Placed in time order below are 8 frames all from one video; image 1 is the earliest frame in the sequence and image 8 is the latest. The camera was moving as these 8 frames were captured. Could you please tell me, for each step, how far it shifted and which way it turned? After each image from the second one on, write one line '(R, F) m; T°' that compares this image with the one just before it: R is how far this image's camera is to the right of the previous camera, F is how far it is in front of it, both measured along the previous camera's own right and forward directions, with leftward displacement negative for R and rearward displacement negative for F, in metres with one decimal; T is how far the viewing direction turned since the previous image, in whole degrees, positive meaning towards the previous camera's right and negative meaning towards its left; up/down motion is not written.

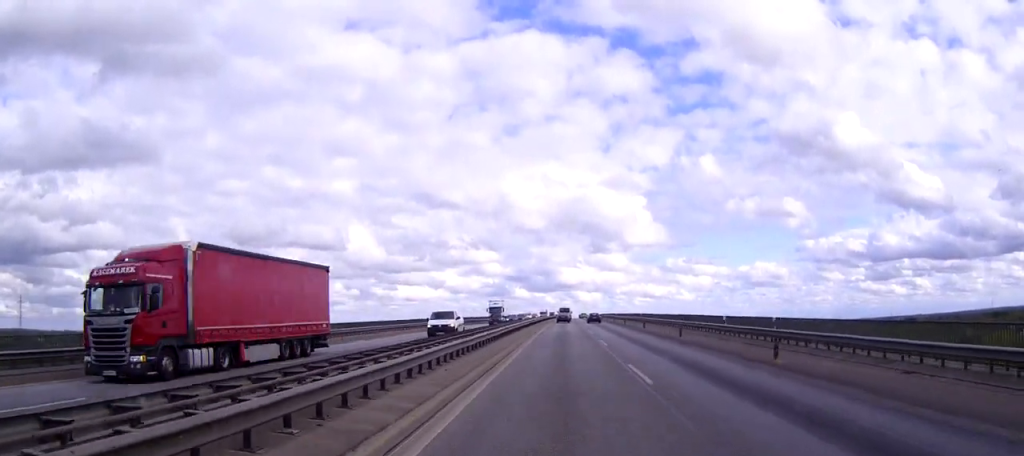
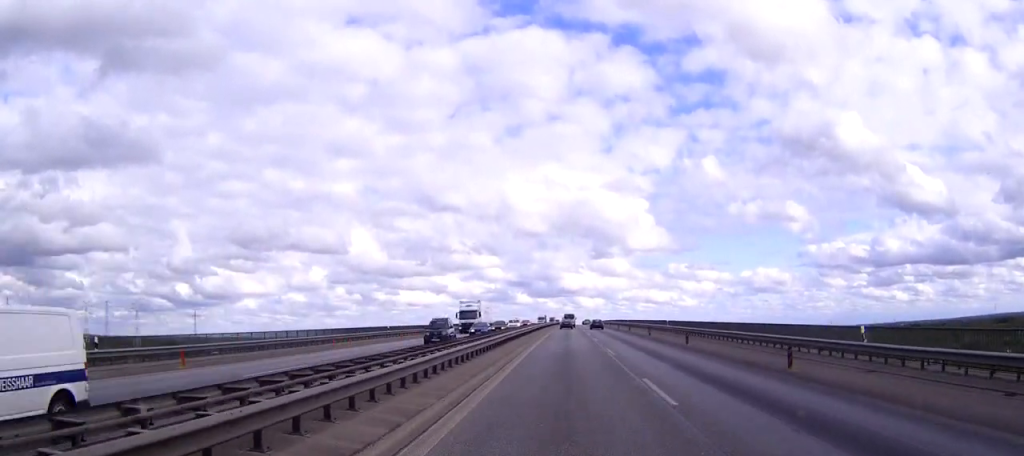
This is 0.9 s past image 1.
(-0.1, +21.1) m; 0°
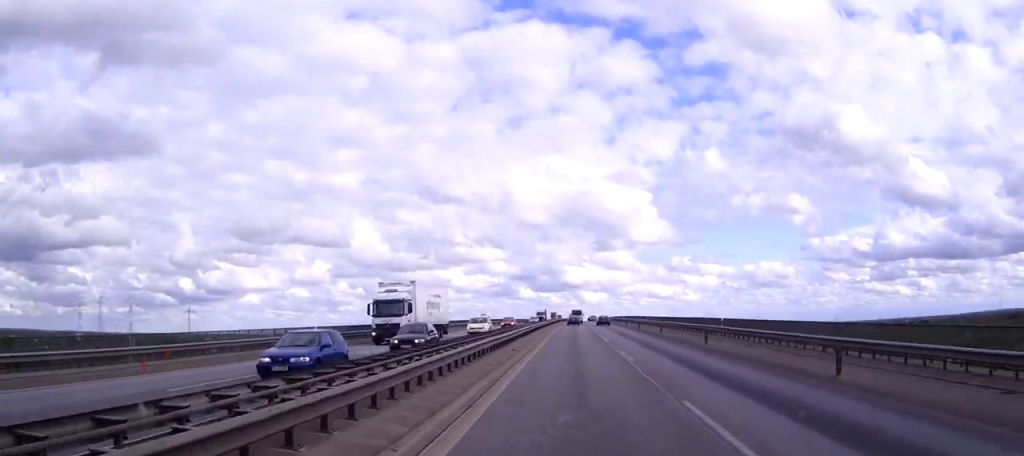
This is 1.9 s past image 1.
(-0.1, +23.4) m; 0°
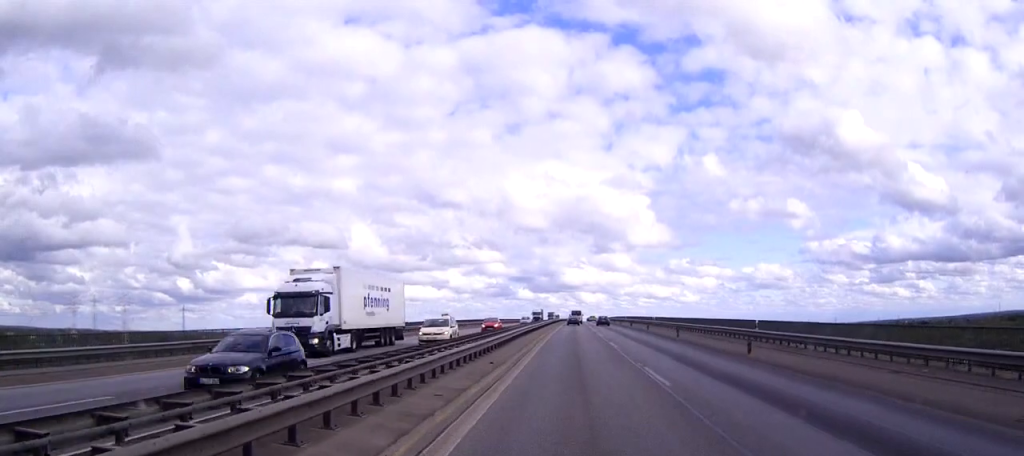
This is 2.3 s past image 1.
(0.0, +9.4) m; 0°
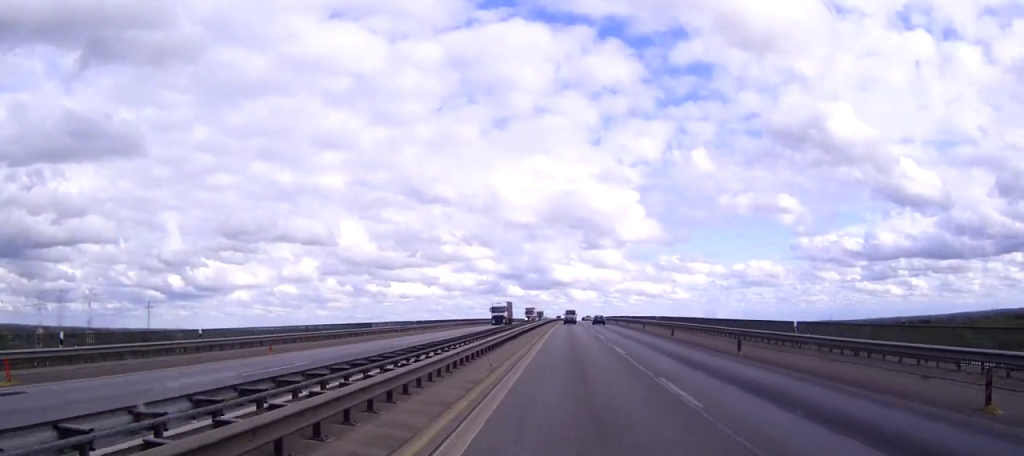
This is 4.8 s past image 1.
(+0.2, +57.8) m; 0°
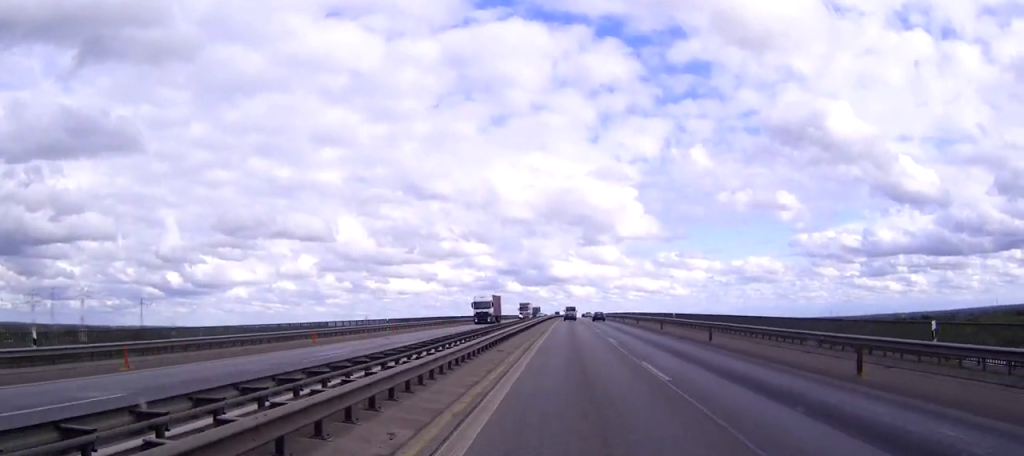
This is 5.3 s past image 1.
(+0.1, +13.3) m; 0°
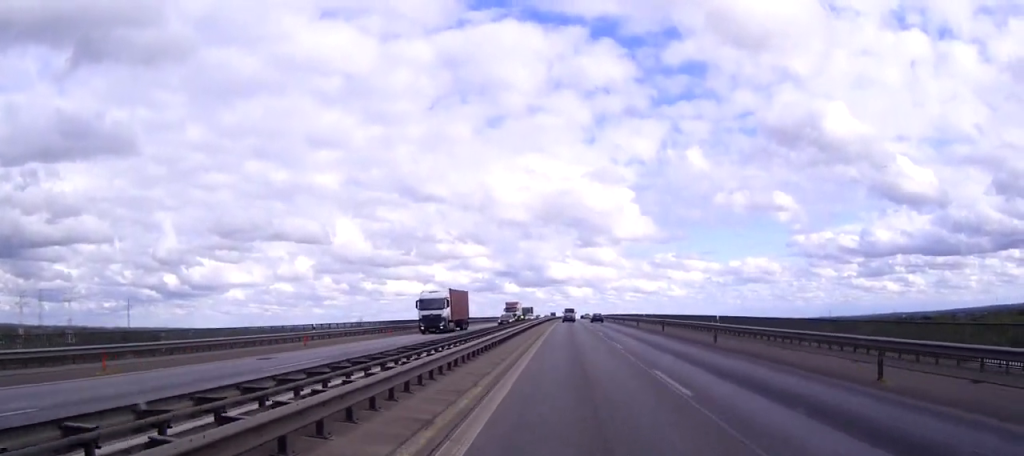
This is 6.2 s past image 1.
(+0.1, +21.2) m; 0°
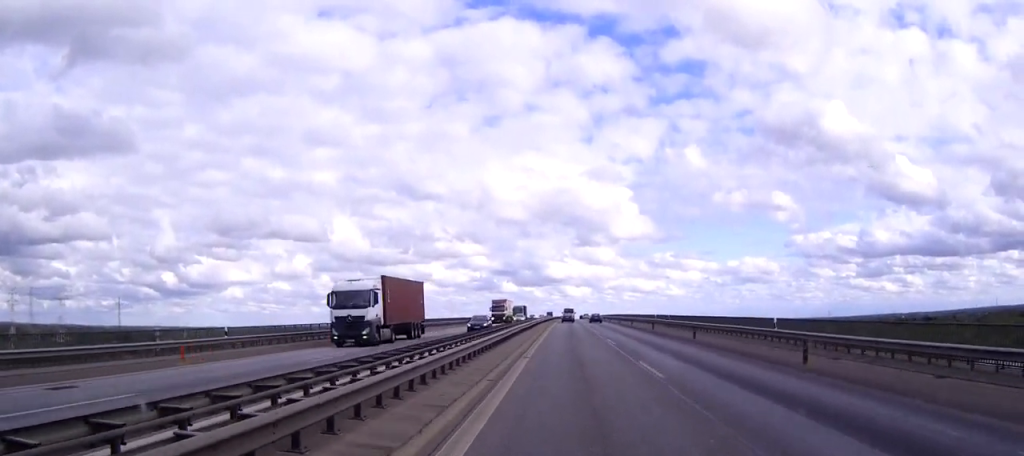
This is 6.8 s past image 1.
(0.0, +14.2) m; 0°
